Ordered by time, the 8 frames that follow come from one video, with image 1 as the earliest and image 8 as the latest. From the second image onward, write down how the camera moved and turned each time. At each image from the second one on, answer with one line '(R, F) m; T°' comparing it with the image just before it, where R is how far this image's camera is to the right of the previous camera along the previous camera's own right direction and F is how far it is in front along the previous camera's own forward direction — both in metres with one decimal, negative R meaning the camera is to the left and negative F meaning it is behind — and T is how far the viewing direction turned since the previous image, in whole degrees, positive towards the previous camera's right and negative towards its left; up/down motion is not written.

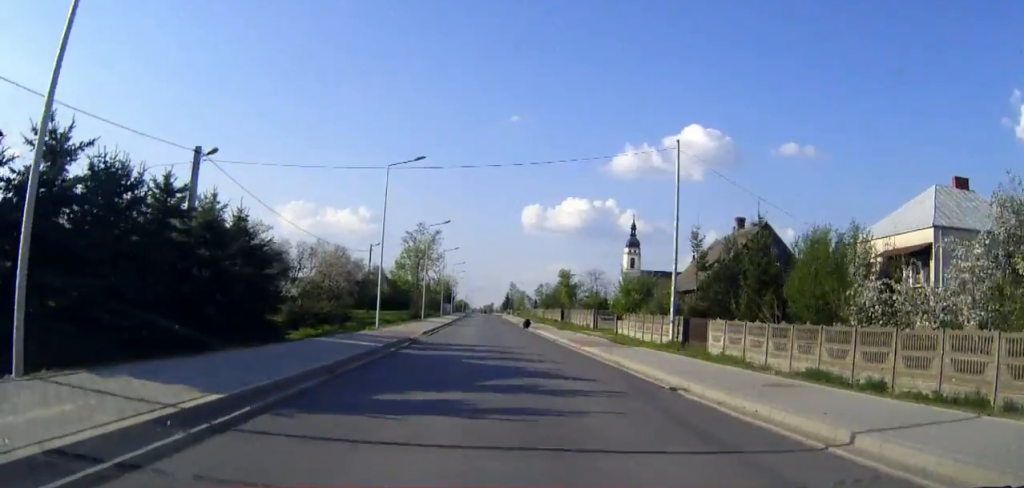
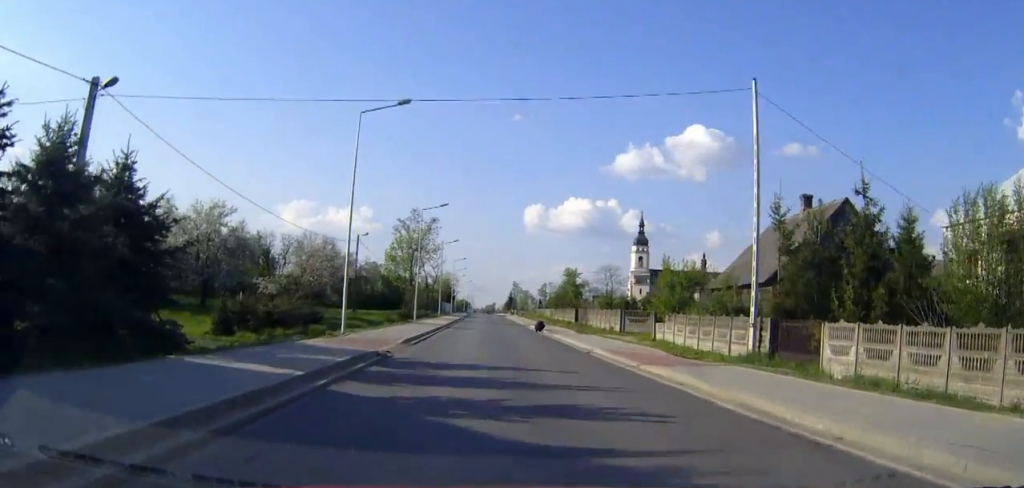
(0.0, +10.3) m; 0°
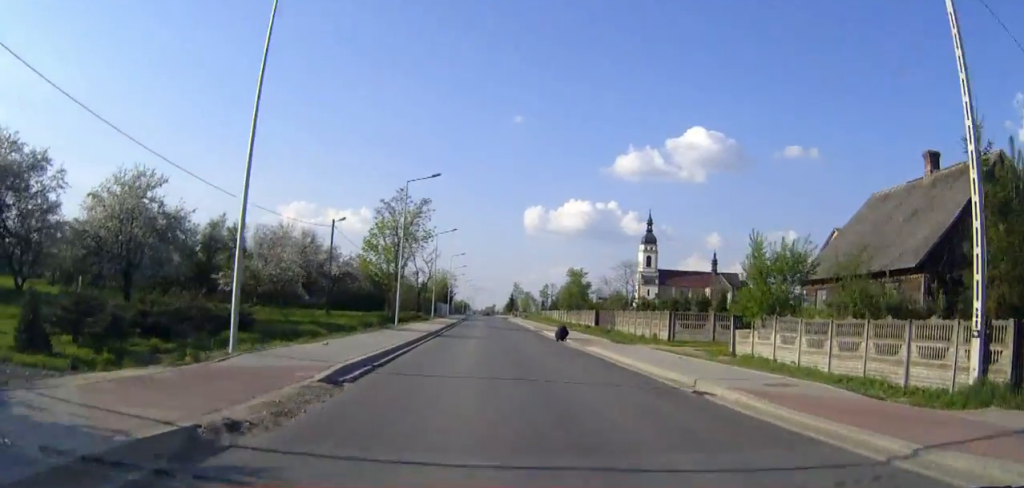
(0.0, +12.6) m; 0°
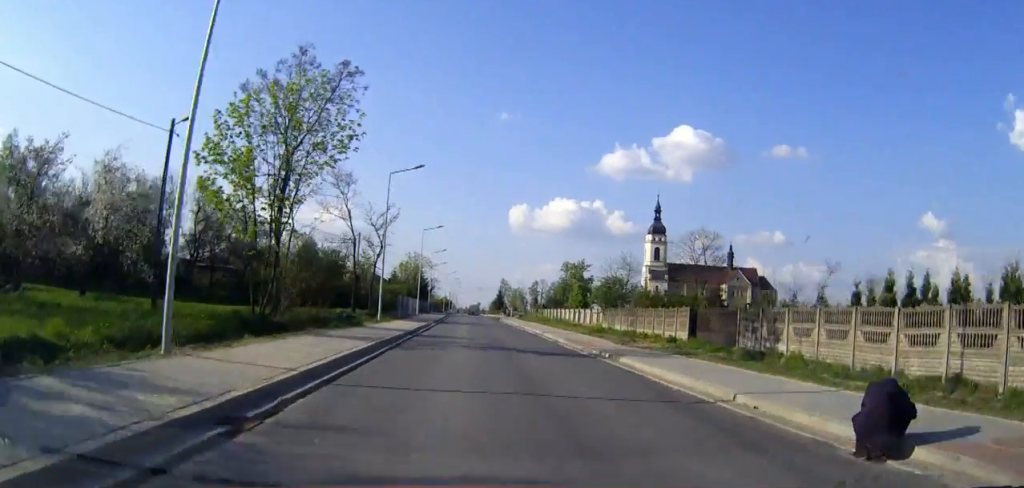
(+0.2, +30.6) m; +1°
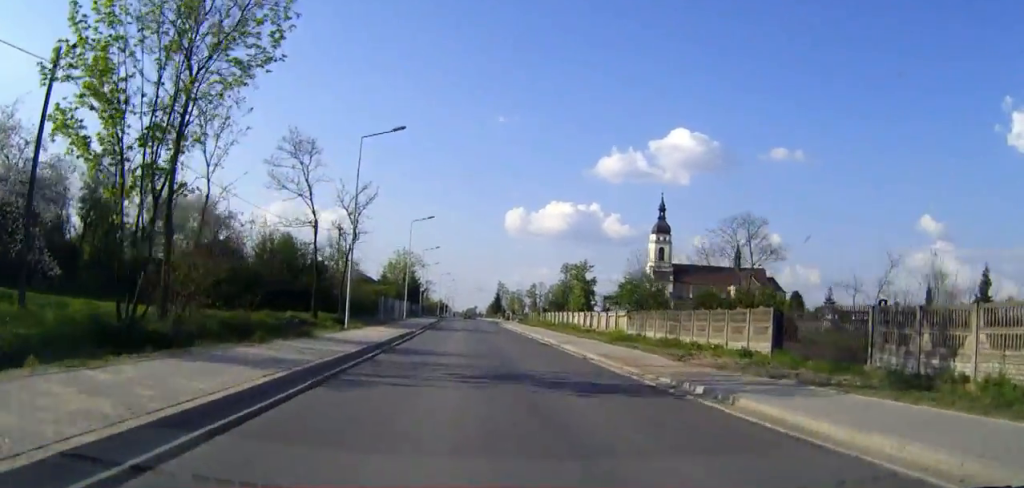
(+0.1, +9.5) m; 0°
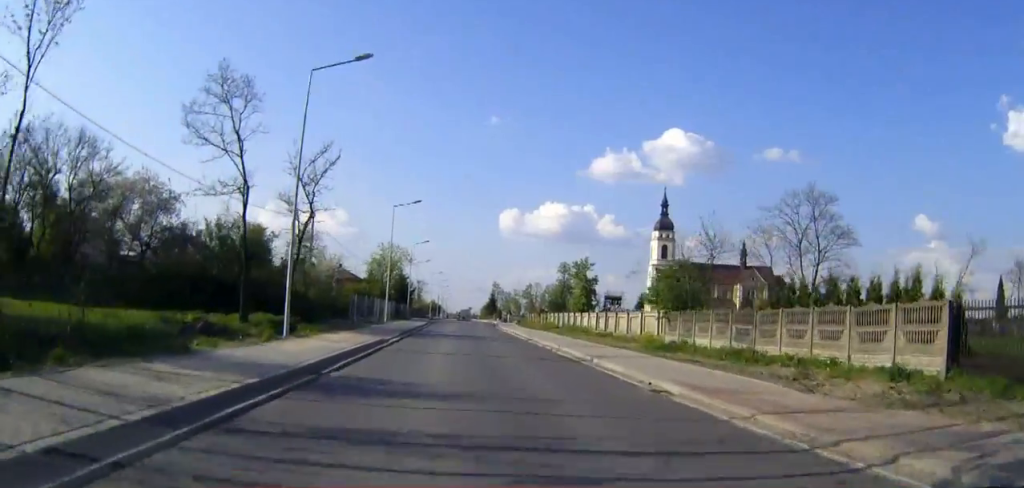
(0.0, +9.5) m; 0°
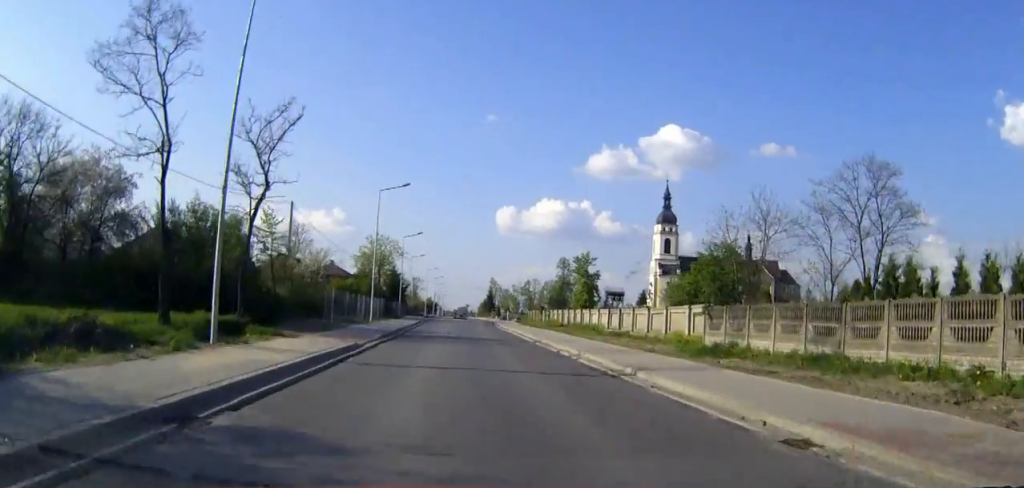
(0.0, +6.2) m; 0°
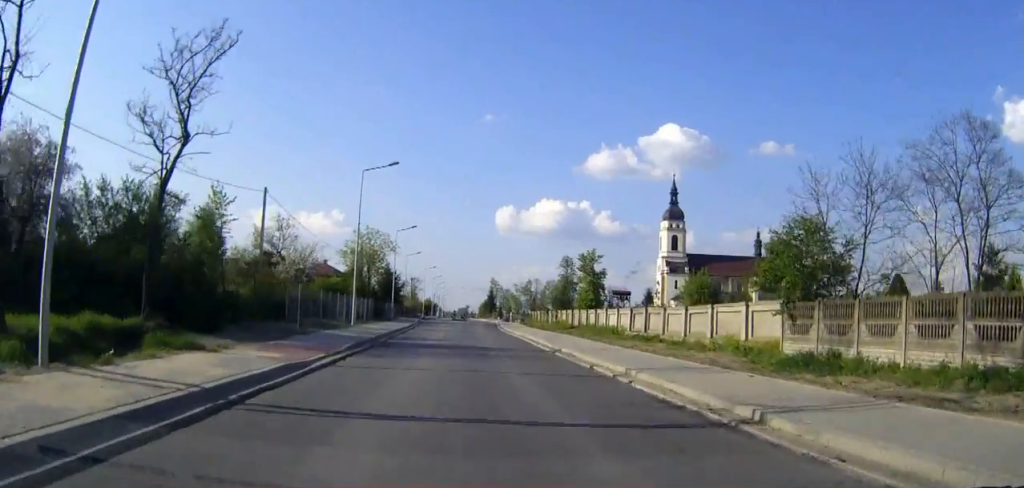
(0.0, +7.1) m; 0°
